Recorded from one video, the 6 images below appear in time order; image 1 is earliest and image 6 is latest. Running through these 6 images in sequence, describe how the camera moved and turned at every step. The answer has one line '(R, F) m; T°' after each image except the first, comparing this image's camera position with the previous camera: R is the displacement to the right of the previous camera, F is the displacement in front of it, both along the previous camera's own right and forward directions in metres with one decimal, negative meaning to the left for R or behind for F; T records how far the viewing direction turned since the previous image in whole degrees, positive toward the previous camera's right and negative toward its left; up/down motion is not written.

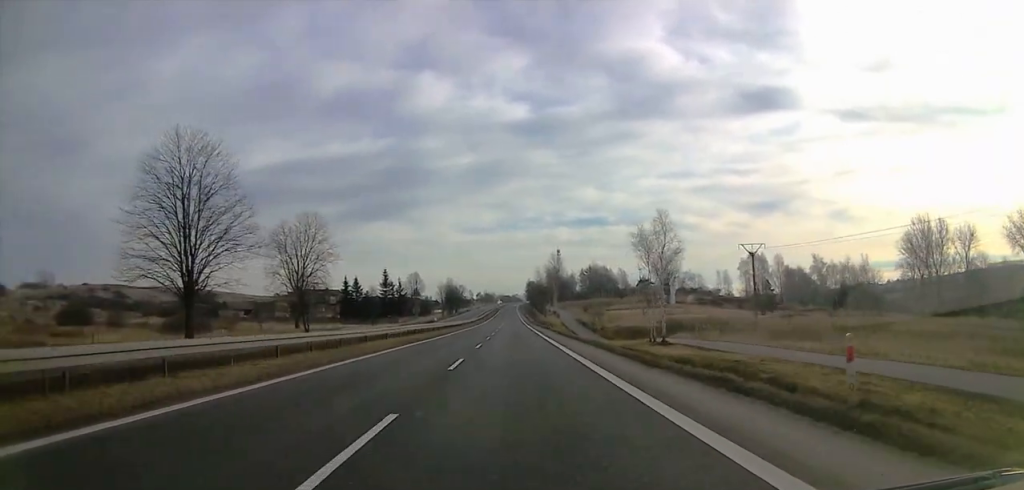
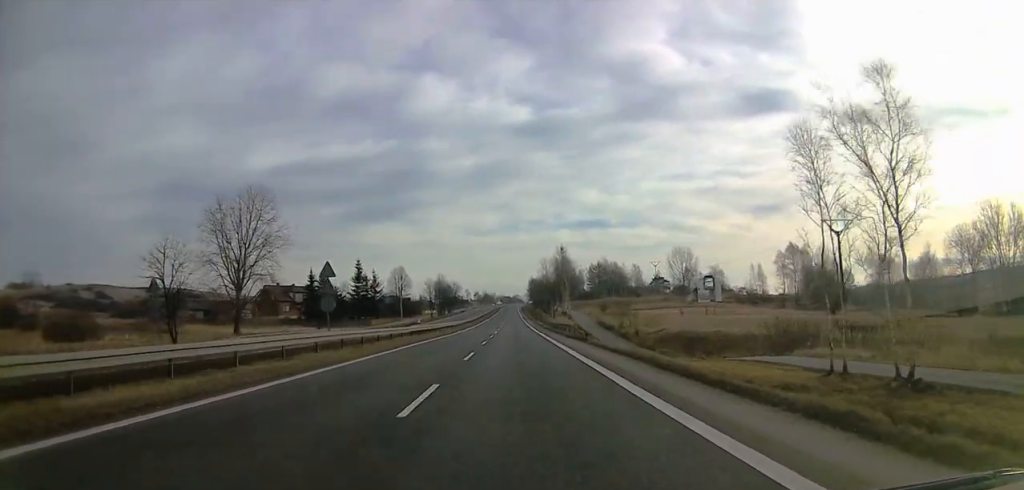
(+0.6, +33.9) m; 0°
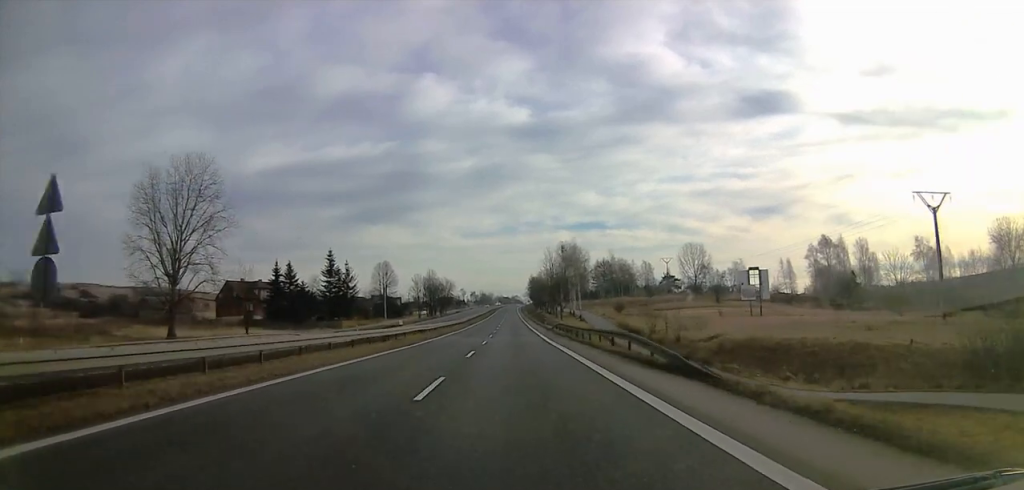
(-0.3, +25.4) m; -1°
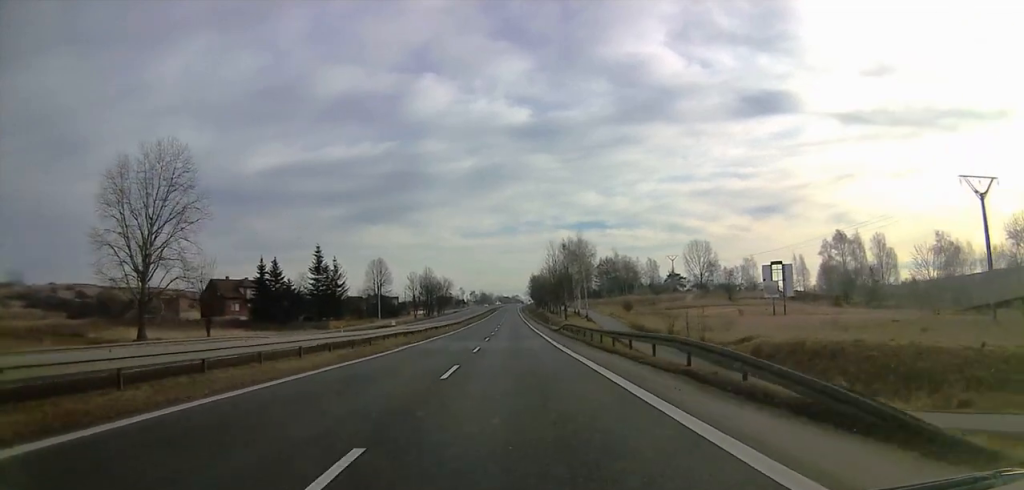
(0.0, +9.2) m; 0°
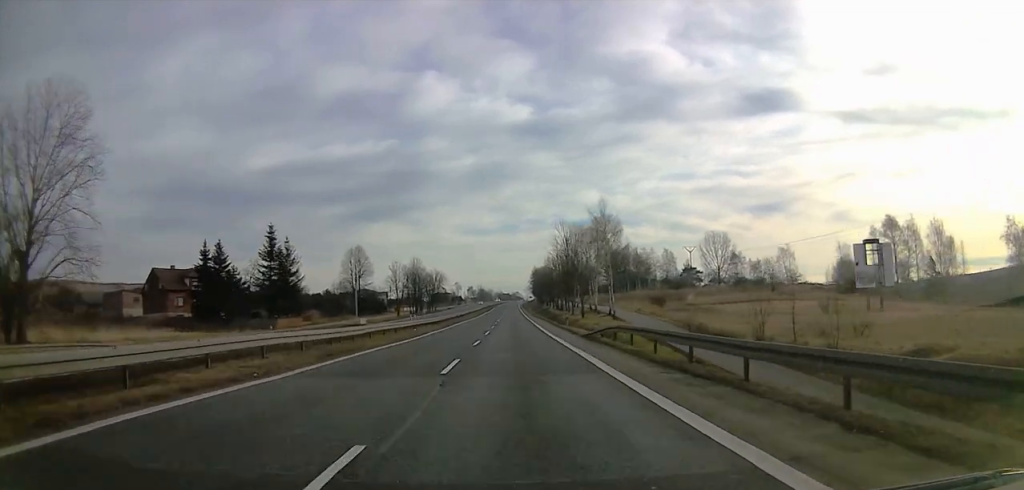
(-0.1, +26.5) m; 0°
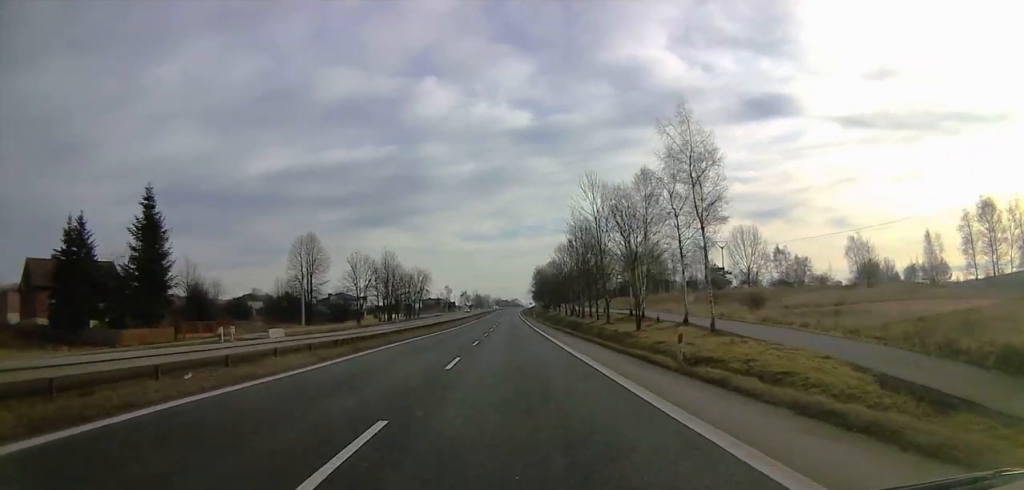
(0.0, +37.8) m; 0°
